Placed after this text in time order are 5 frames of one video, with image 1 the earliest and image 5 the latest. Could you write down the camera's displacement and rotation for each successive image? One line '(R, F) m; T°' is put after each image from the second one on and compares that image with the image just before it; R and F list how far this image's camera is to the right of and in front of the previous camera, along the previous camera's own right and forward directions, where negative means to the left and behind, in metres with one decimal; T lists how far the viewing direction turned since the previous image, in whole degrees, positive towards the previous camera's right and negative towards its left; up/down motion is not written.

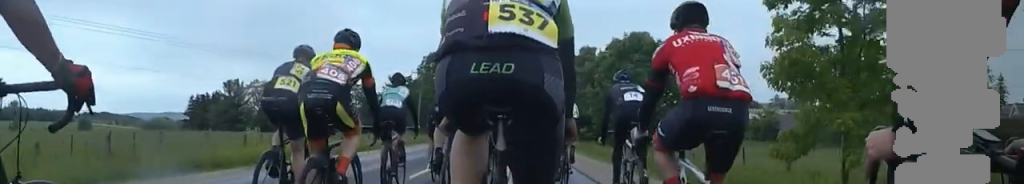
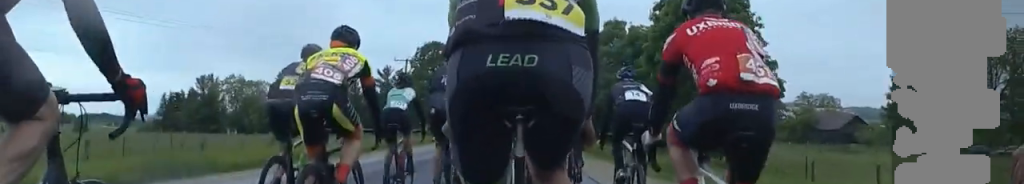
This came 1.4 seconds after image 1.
(+0.8, +15.8) m; +3°
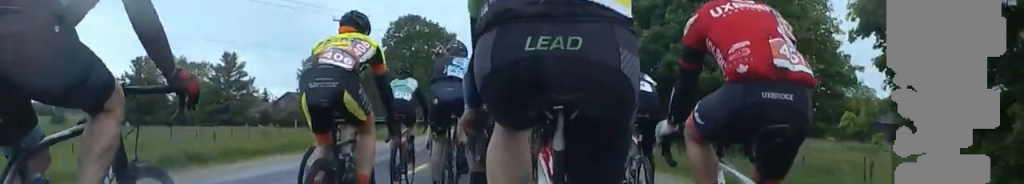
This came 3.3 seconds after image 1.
(0.0, +22.2) m; 0°
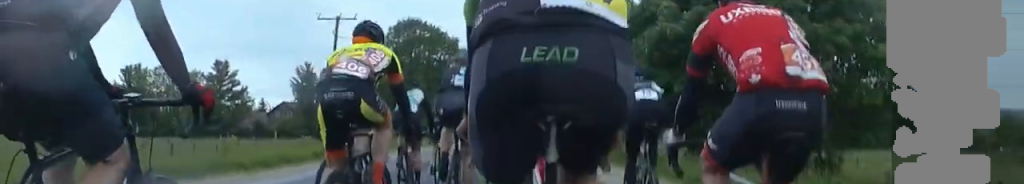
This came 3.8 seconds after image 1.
(0.0, +5.2) m; -1°
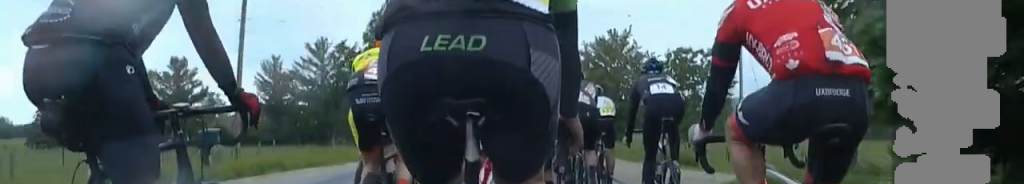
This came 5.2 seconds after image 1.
(-0.3, +15.8) m; -1°
